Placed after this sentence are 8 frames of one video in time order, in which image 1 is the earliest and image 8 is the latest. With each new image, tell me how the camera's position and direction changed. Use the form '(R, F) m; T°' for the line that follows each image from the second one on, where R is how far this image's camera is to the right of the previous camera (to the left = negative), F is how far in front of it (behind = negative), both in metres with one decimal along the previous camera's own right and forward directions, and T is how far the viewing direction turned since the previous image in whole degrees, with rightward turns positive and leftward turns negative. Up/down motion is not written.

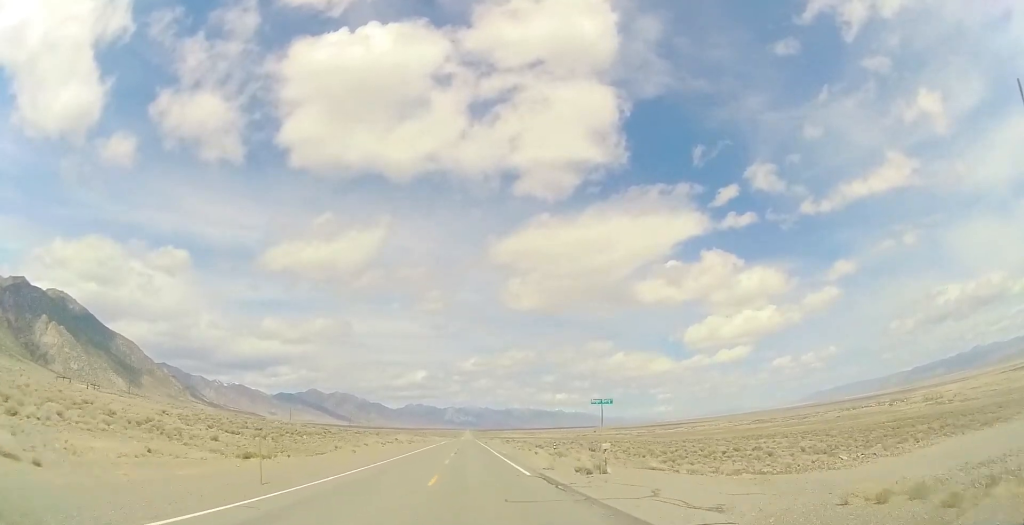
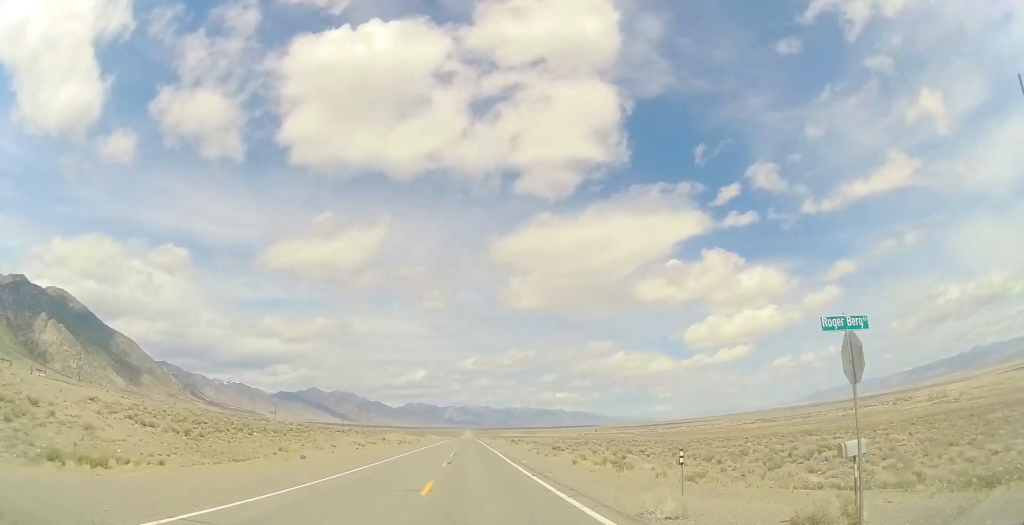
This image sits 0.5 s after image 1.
(+0.2, +15.0) m; 0°
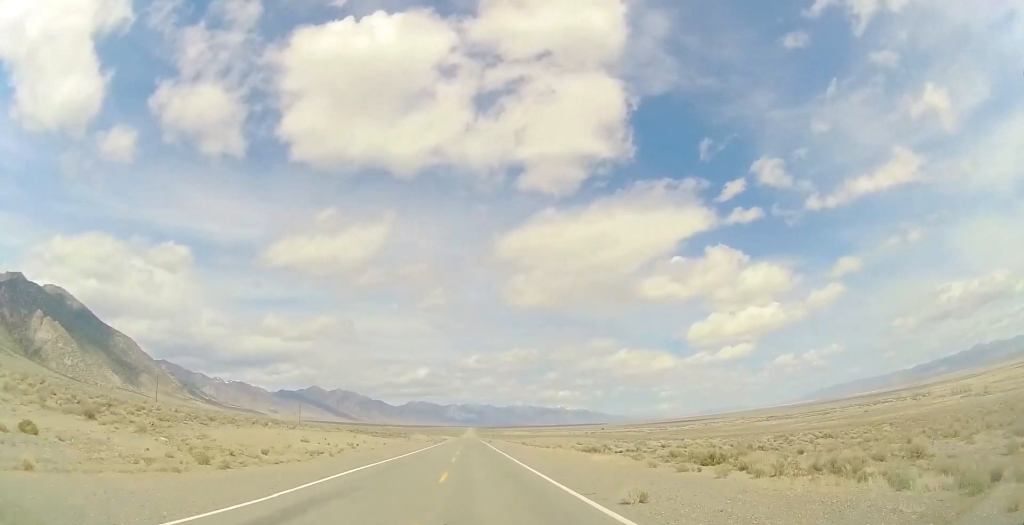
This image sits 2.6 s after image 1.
(-0.7, +69.0) m; -1°
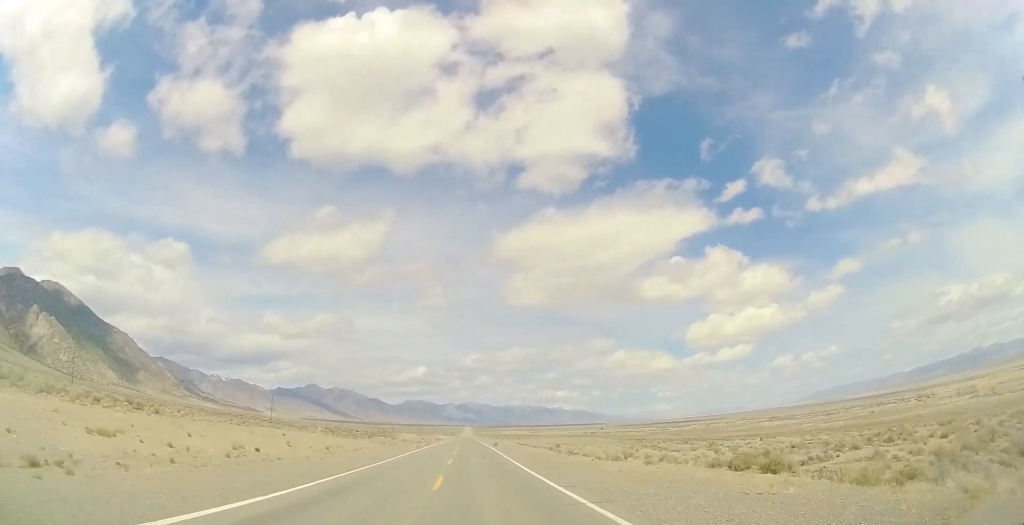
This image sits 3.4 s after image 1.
(0.0, +25.6) m; -1°
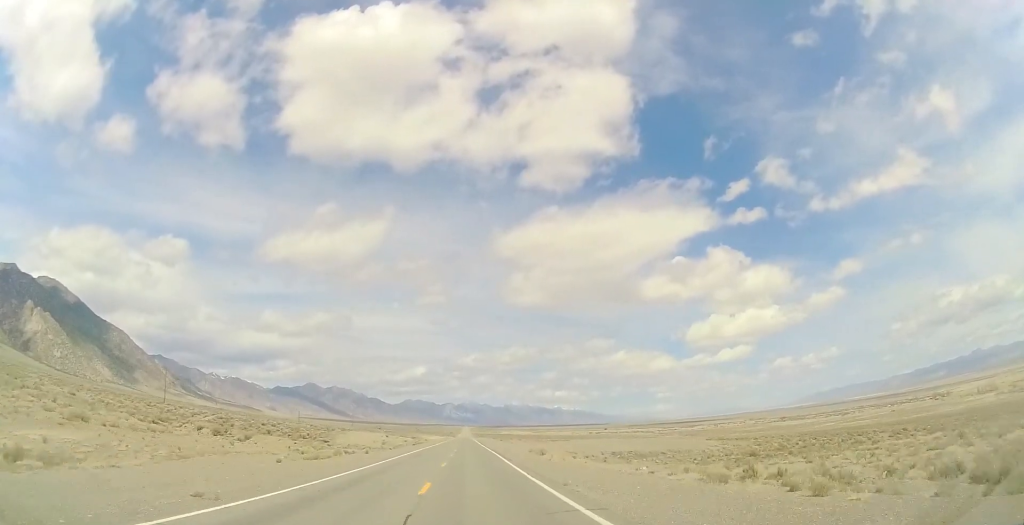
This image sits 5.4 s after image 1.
(-0.3, +62.0) m; 0°
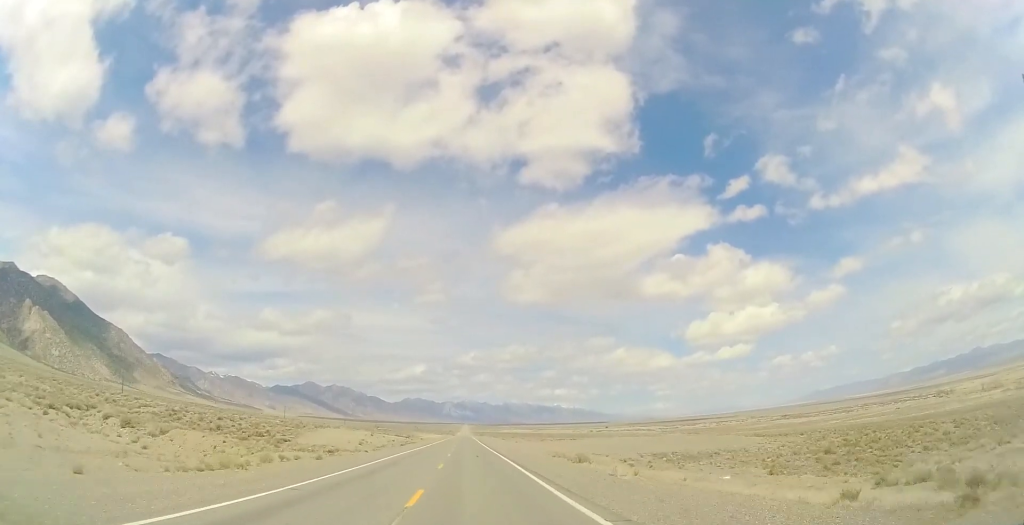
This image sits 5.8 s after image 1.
(+0.1, +15.0) m; 0°
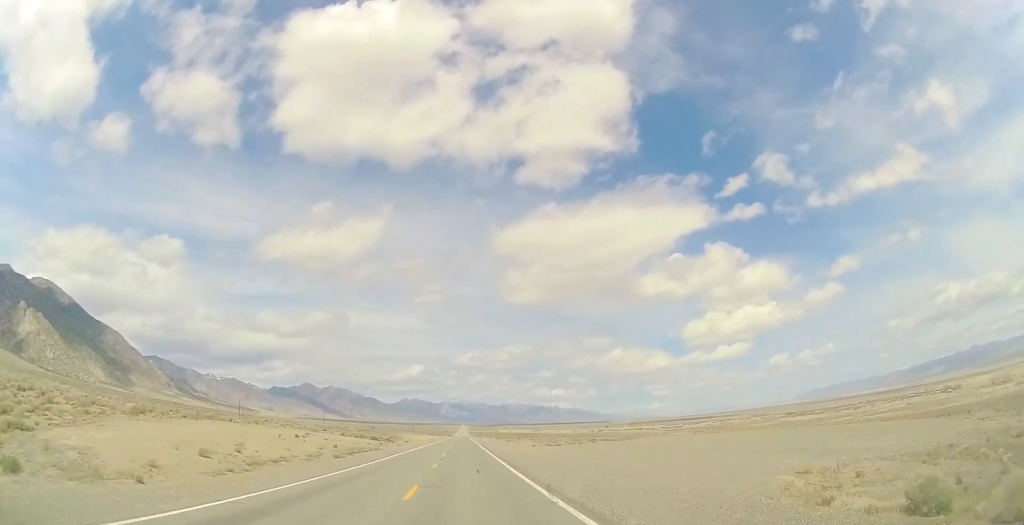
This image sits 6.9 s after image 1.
(0.0, +35.3) m; 0°
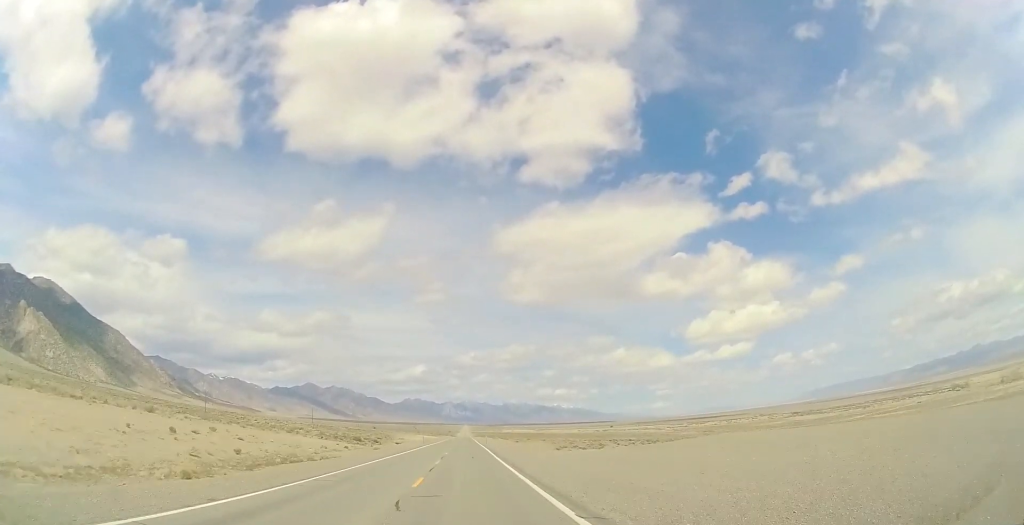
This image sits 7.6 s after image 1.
(0.0, +21.5) m; 0°
